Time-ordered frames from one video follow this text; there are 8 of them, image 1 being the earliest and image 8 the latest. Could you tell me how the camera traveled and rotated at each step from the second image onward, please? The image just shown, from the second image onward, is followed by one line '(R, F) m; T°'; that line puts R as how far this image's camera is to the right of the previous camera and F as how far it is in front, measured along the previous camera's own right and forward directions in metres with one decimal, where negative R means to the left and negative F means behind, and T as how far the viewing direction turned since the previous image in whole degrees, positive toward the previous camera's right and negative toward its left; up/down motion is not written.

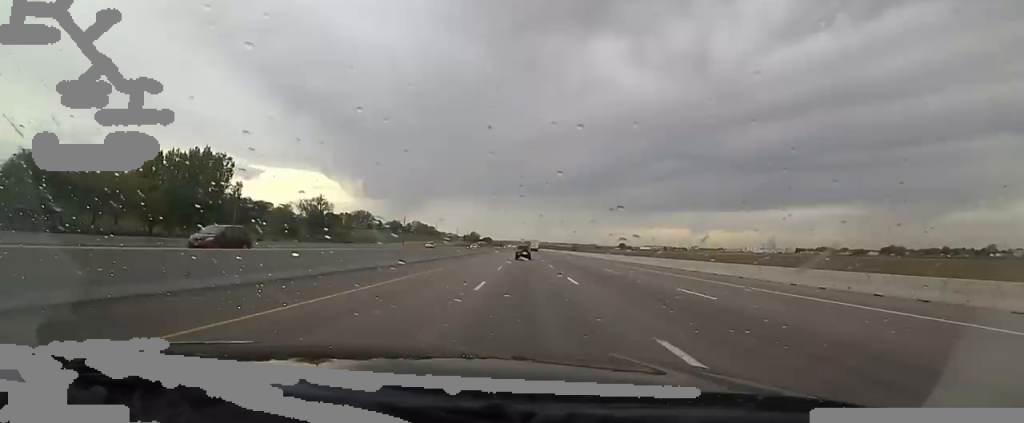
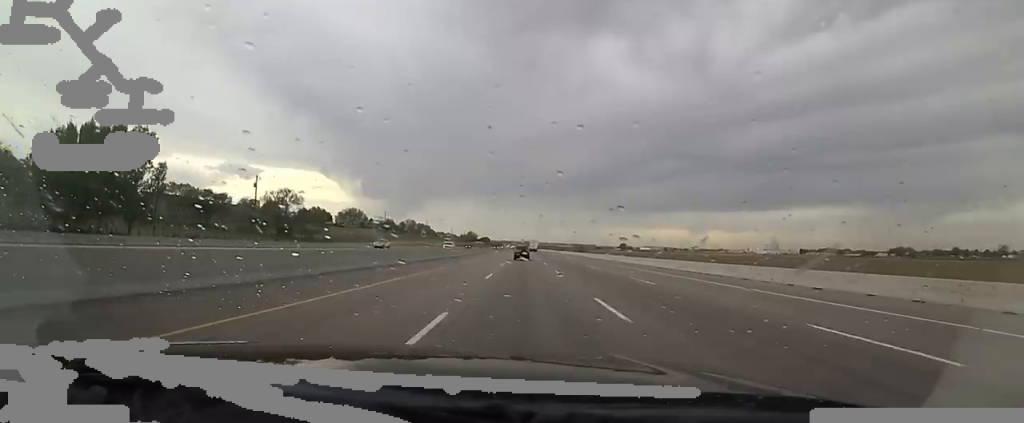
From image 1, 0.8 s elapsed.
(+1.0, +24.3) m; +2°
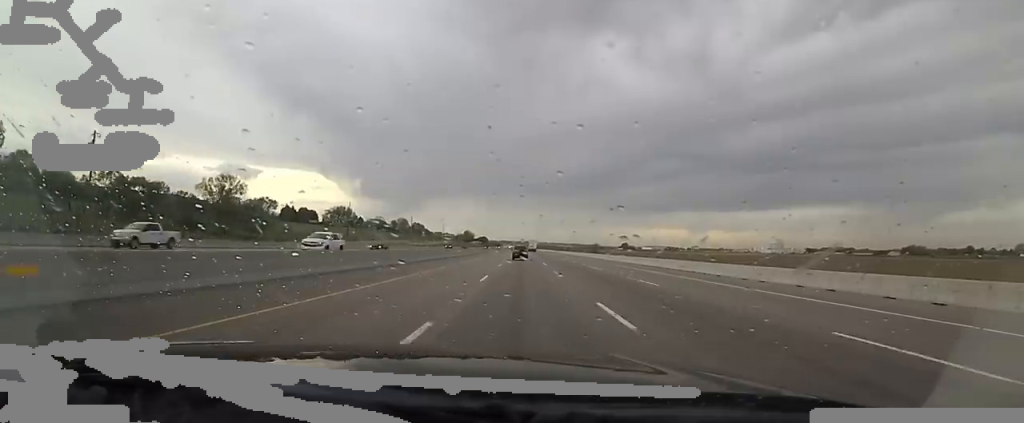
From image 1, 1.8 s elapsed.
(+0.2, +31.8) m; -2°
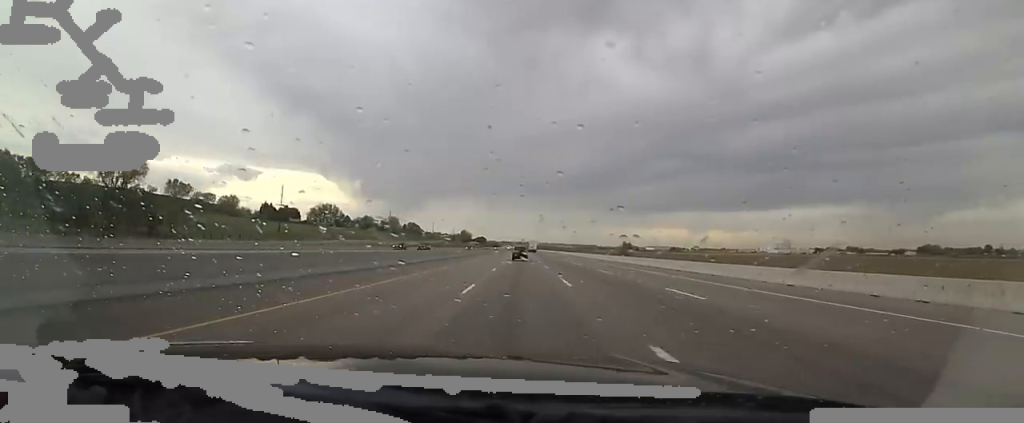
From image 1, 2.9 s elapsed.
(-1.4, +36.1) m; -1°
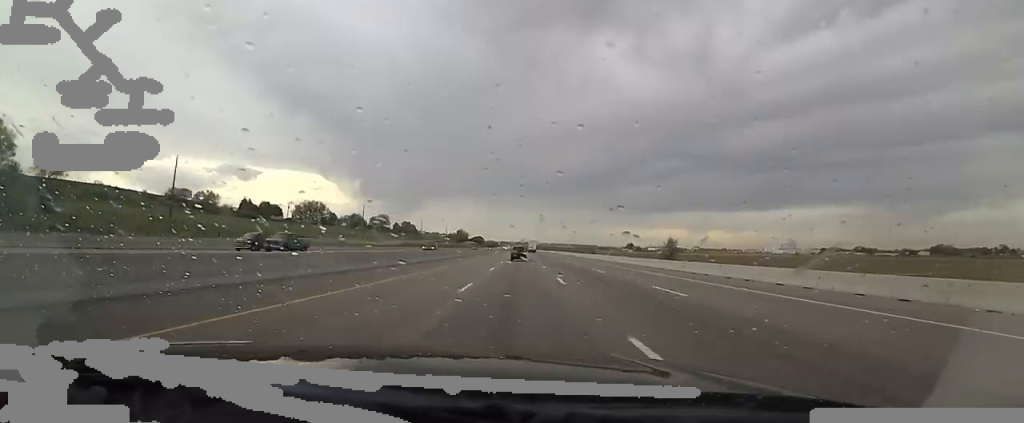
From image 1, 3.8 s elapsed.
(+0.7, +29.8) m; +3°
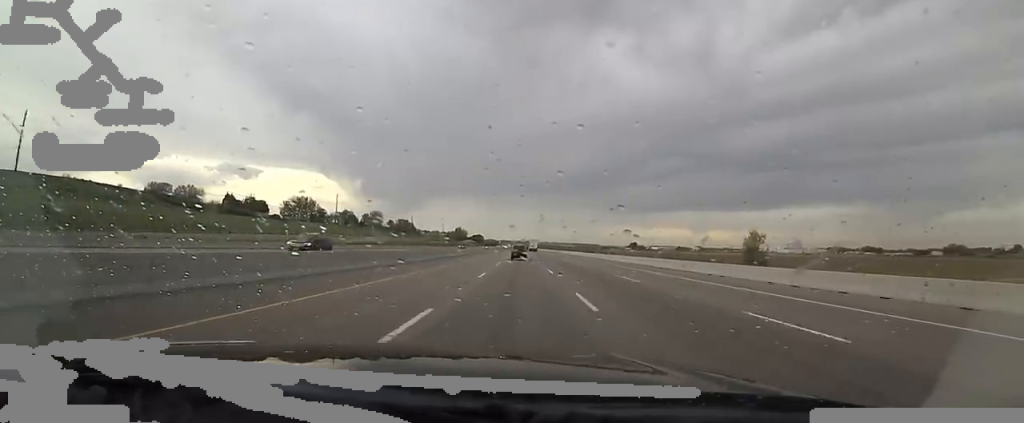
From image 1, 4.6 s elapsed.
(+0.7, +22.7) m; -1°
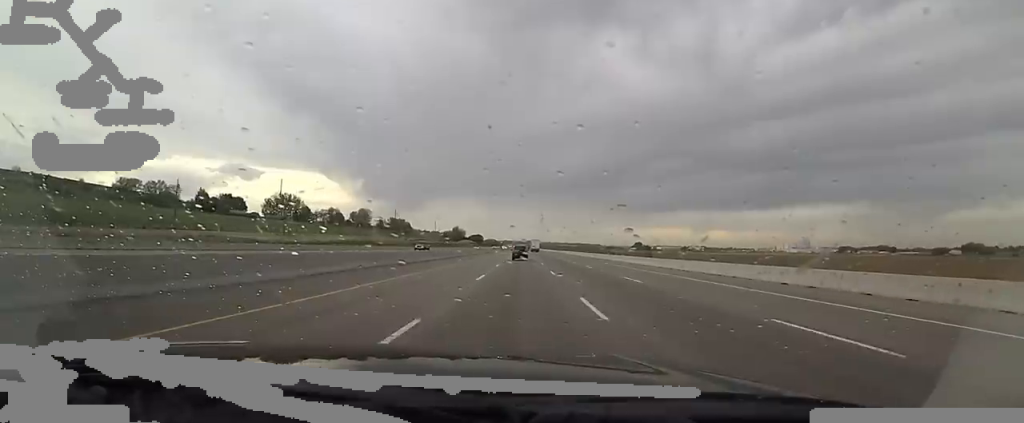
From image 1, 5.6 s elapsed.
(-1.0, +31.0) m; -1°
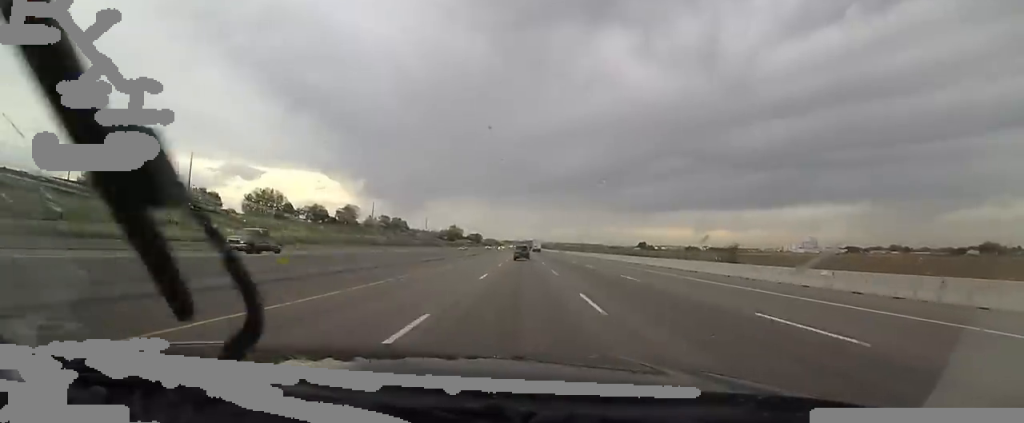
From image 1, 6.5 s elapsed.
(+0.3, +29.4) m; 0°
